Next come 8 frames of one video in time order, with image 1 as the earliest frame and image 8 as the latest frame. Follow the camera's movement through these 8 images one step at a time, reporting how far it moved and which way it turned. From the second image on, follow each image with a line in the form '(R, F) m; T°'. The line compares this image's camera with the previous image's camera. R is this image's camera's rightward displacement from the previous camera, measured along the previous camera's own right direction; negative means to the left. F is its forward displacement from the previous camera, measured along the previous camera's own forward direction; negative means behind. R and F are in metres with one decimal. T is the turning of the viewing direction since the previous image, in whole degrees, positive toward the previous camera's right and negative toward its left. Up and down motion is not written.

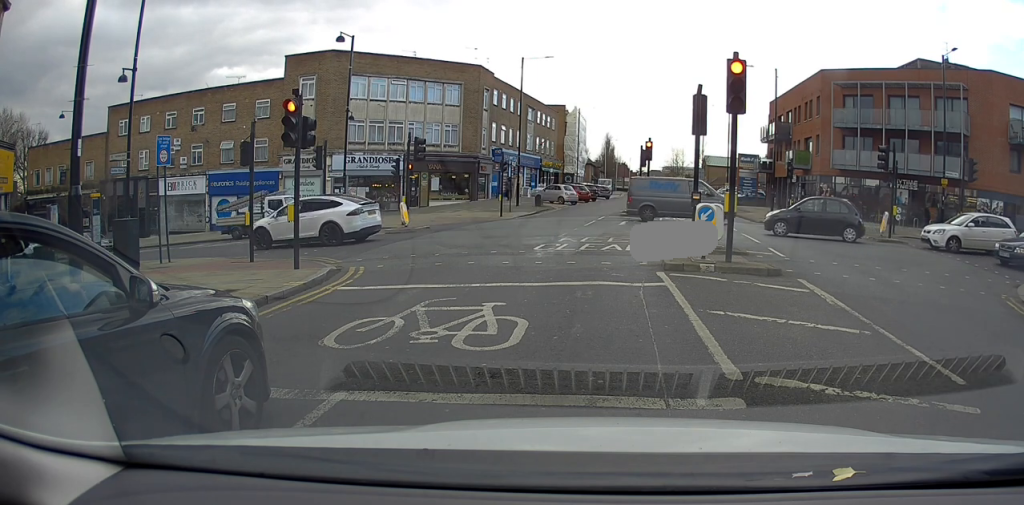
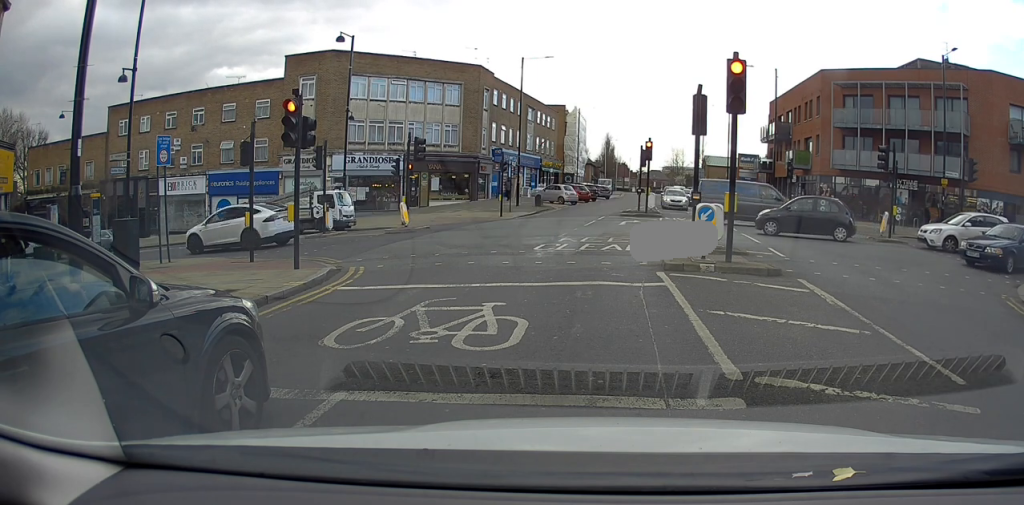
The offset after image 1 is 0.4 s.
(0.0, 0.0) m; 0°
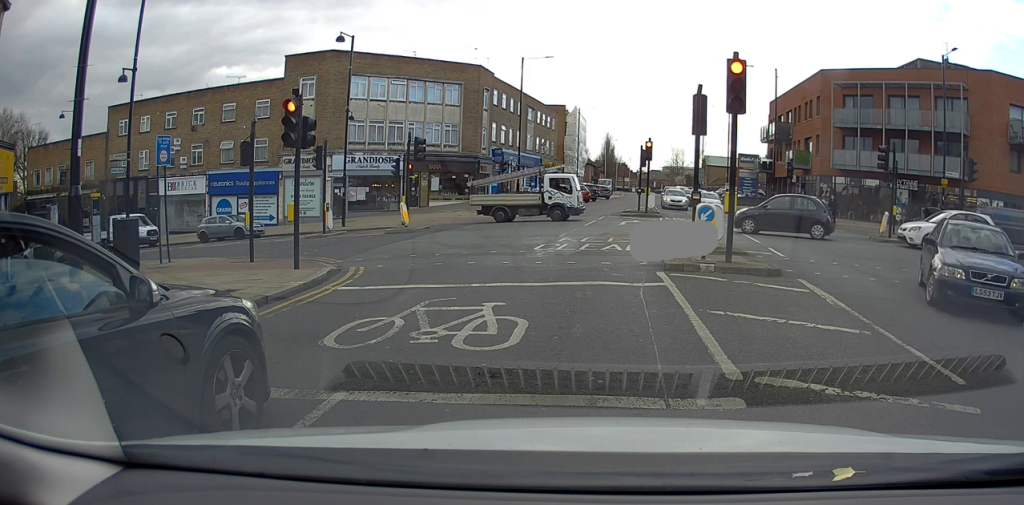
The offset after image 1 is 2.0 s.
(0.0, 0.0) m; 0°
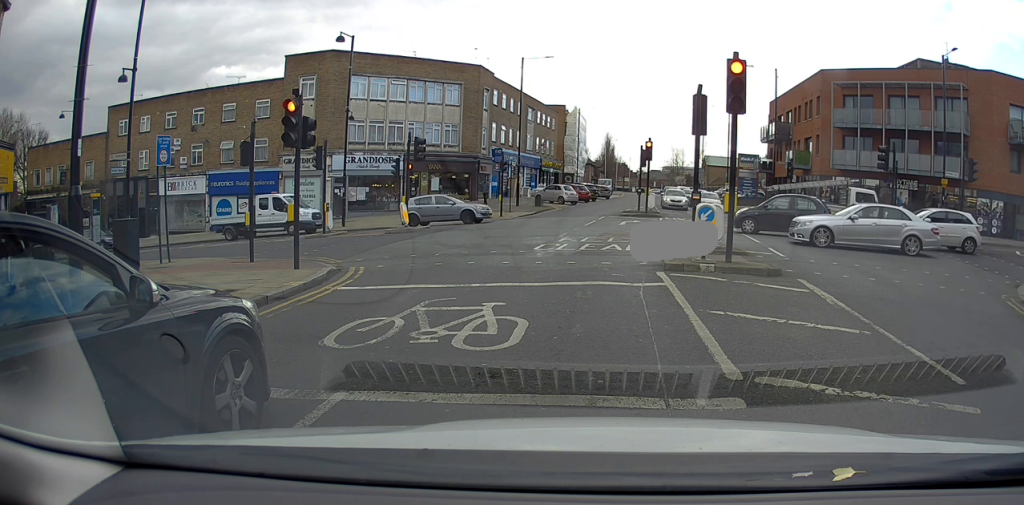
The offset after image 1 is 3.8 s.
(0.0, 0.0) m; 0°
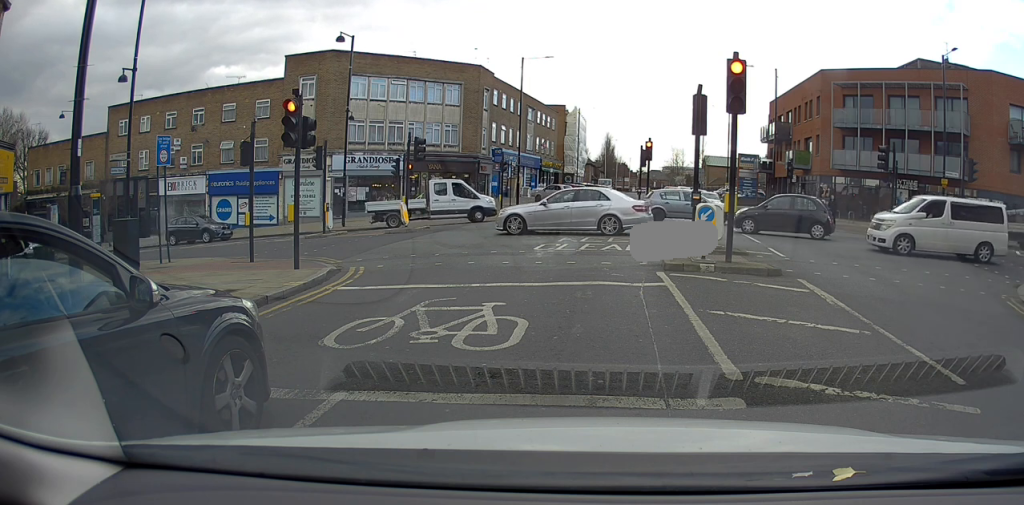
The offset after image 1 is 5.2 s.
(0.0, 0.0) m; 0°
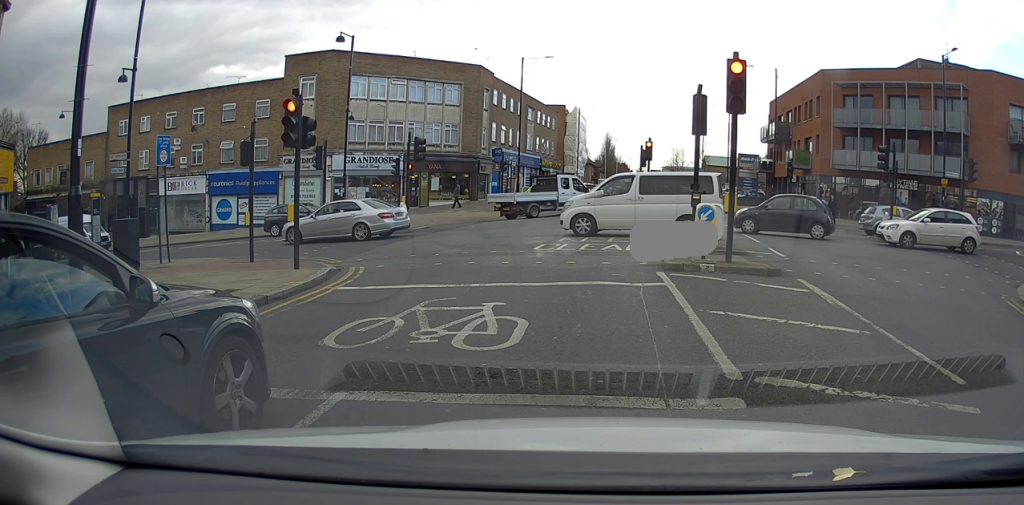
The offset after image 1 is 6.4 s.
(0.0, 0.0) m; 0°
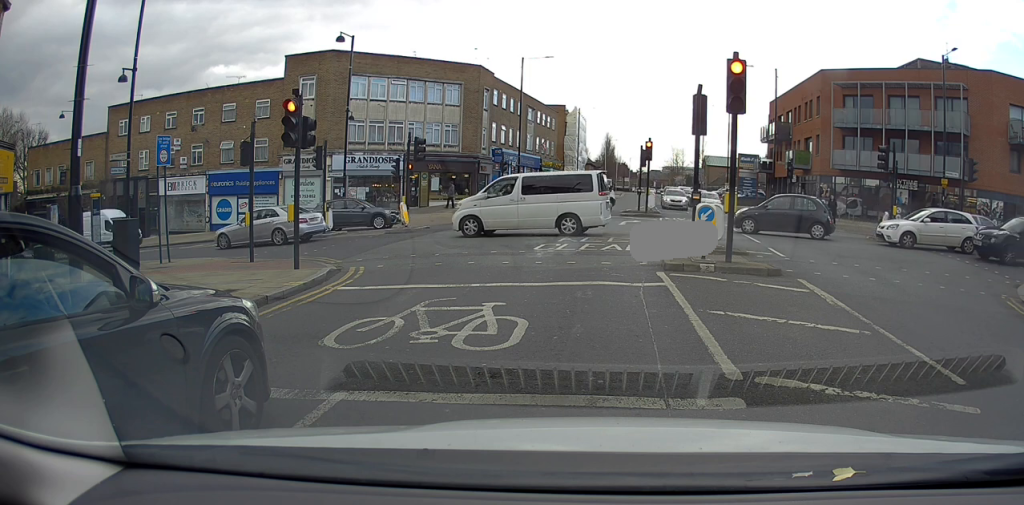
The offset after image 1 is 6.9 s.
(0.0, 0.0) m; 0°
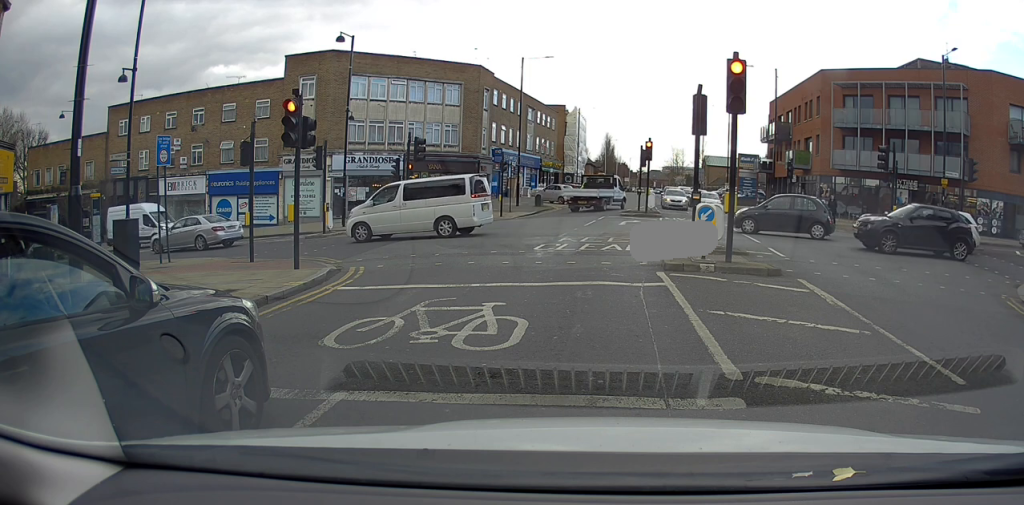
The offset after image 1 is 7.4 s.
(0.0, 0.0) m; 0°
